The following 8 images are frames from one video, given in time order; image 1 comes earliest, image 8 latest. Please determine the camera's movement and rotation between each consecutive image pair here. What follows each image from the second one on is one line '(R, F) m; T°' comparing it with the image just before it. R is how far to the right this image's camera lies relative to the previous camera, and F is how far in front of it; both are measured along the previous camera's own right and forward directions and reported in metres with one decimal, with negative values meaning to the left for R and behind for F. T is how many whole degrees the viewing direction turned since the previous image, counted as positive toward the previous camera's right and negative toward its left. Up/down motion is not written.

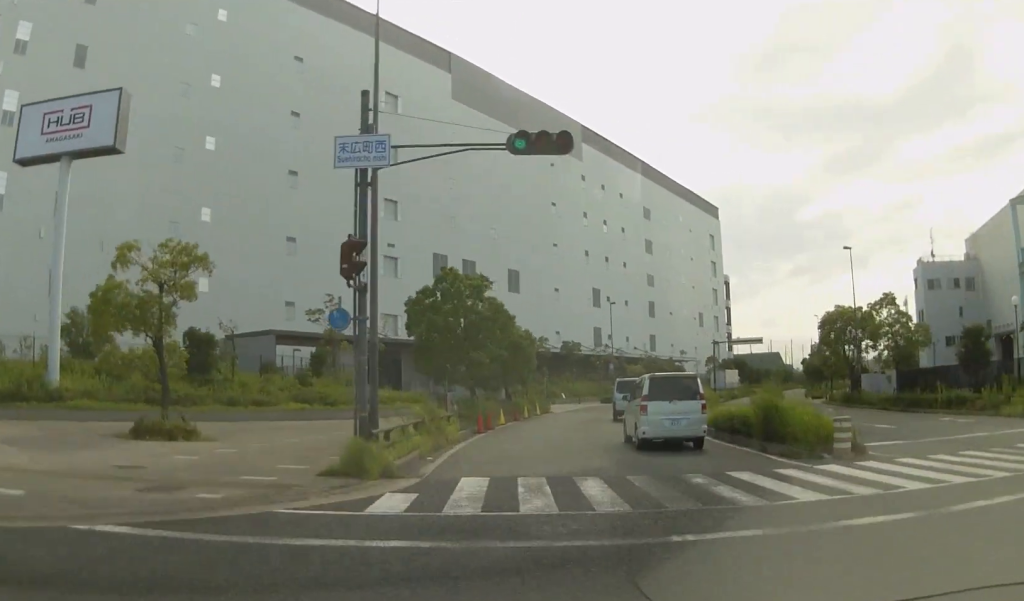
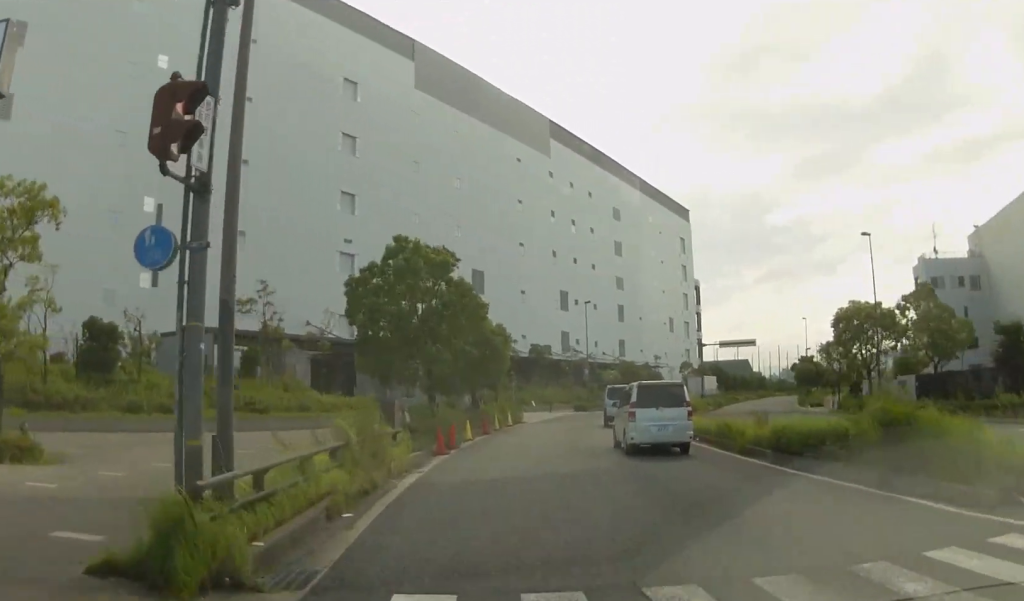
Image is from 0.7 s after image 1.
(+0.3, +7.7) m; +2°
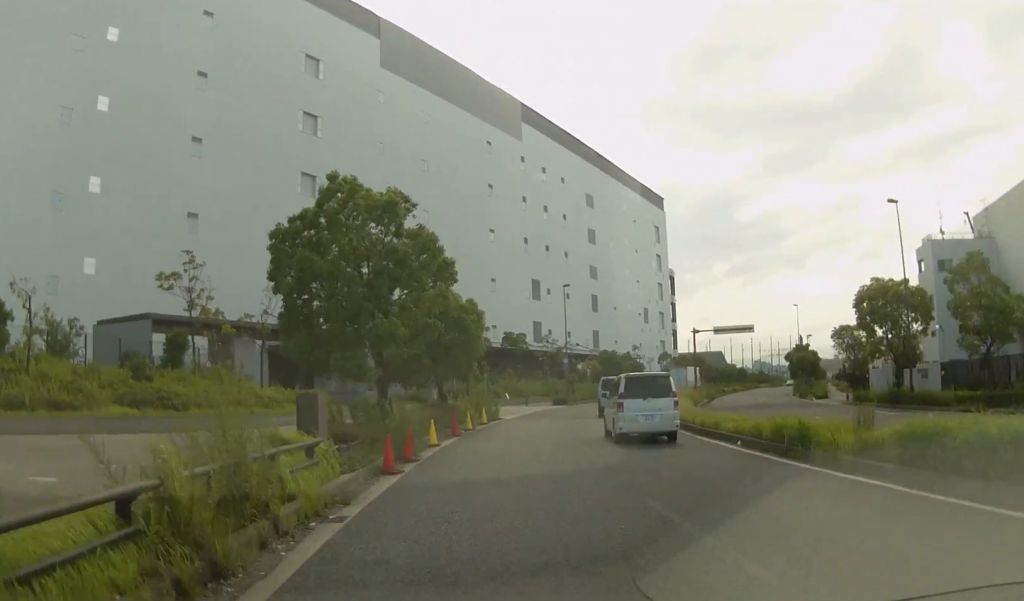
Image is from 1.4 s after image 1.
(0.0, +6.8) m; +2°
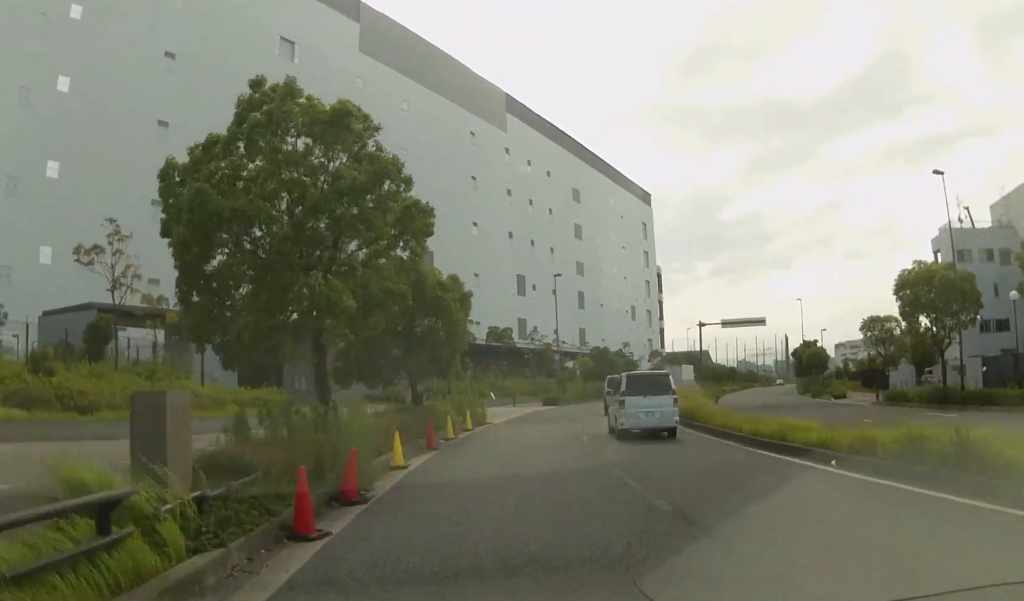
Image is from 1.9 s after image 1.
(0.0, +6.2) m; +2°
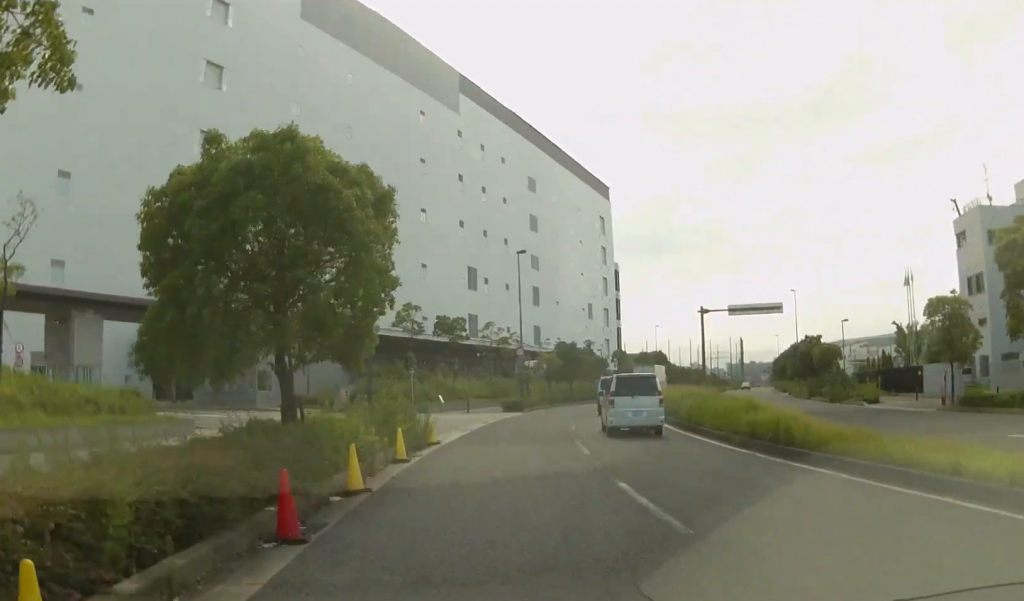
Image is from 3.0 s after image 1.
(+0.6, +11.6) m; +3°
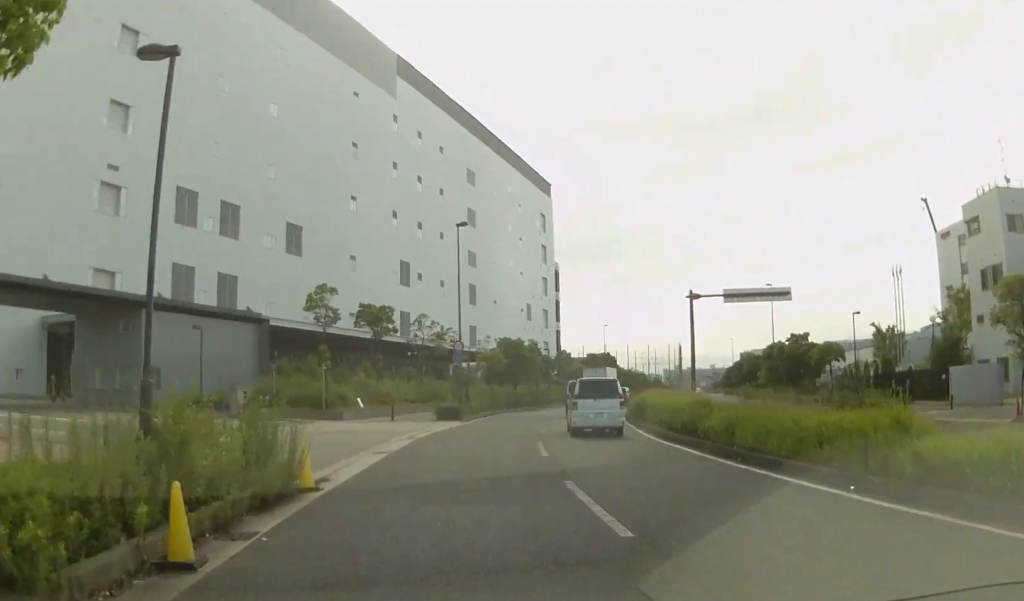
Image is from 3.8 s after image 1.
(-0.1, +10.0) m; +3°
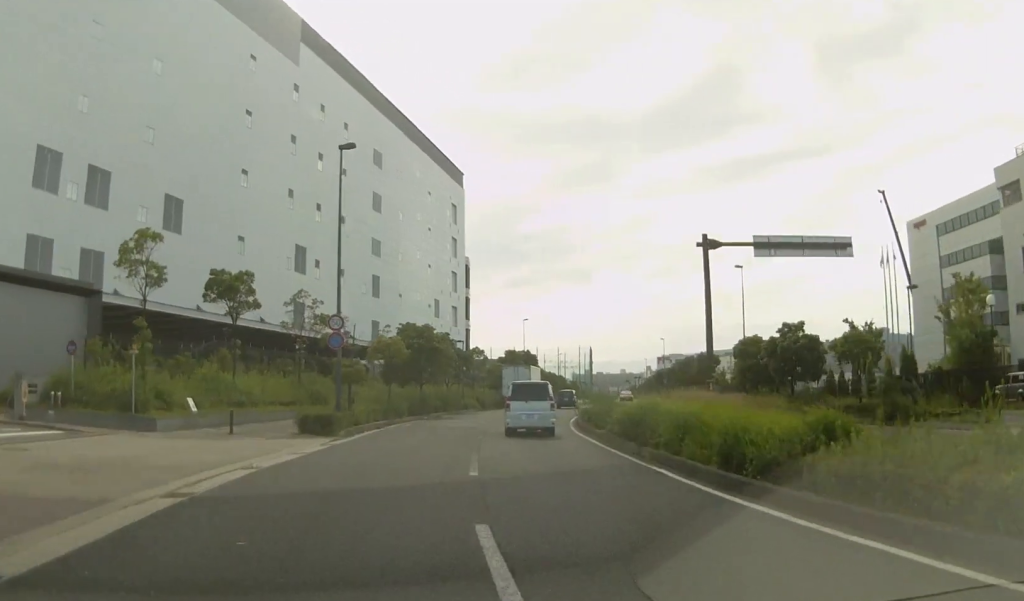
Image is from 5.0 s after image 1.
(+1.1, +14.1) m; +9°
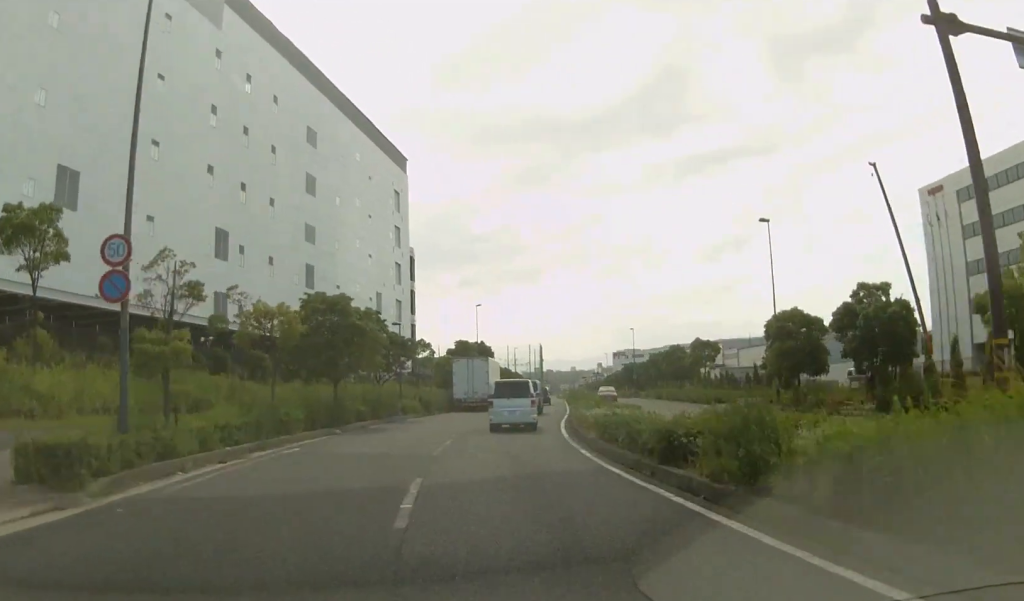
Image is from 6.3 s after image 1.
(+1.0, +15.0) m; +4°
